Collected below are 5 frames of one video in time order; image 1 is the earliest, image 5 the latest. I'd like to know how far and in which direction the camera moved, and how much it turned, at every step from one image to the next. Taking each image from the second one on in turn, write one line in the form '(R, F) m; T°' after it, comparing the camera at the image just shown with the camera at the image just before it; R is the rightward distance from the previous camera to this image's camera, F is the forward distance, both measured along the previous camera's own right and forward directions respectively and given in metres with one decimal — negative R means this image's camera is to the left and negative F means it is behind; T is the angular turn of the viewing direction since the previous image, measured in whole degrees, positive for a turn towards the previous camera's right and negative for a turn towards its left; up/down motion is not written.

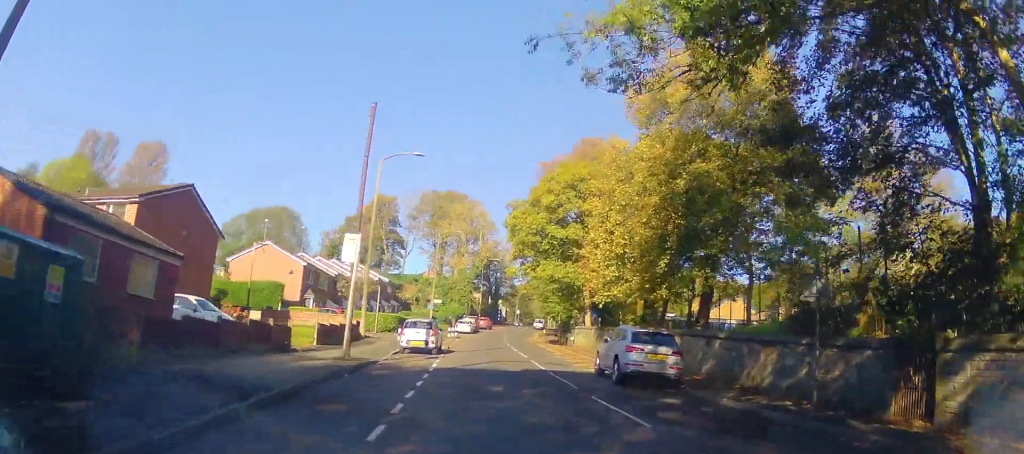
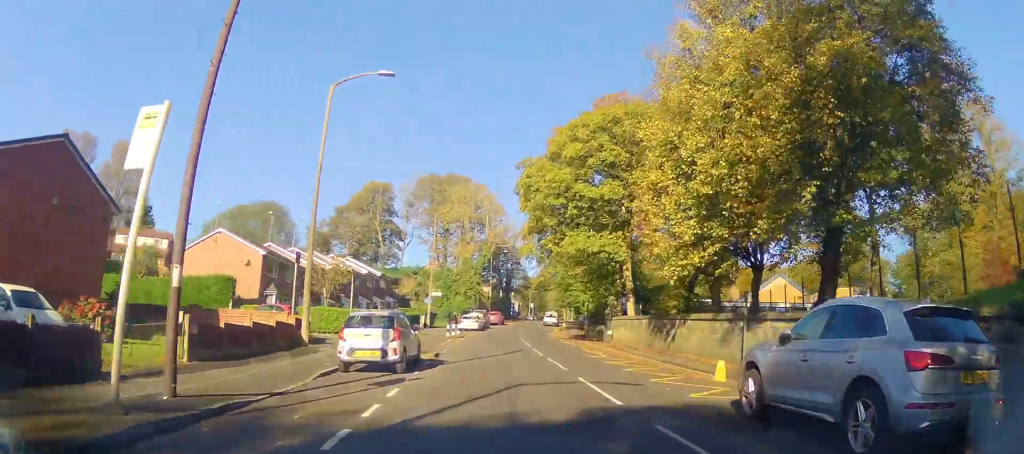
(-0.2, +10.2) m; -3°
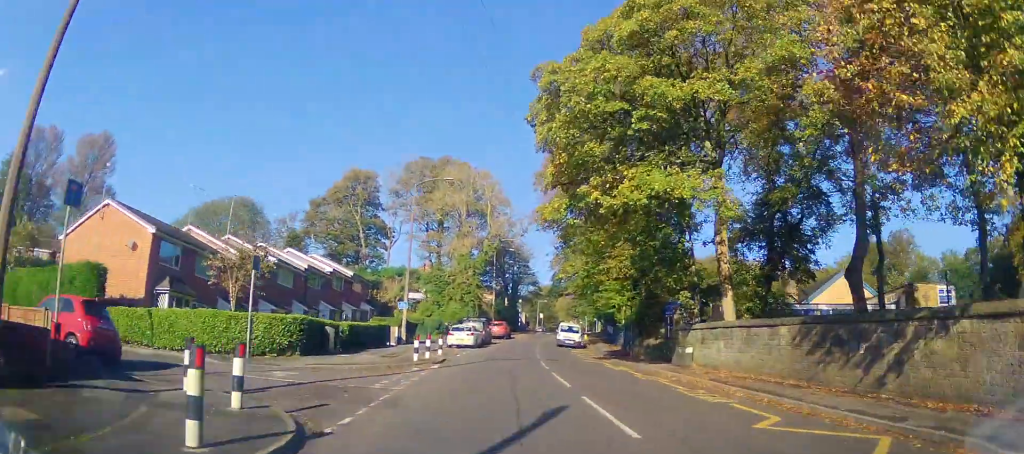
(-0.2, +13.1) m; 0°
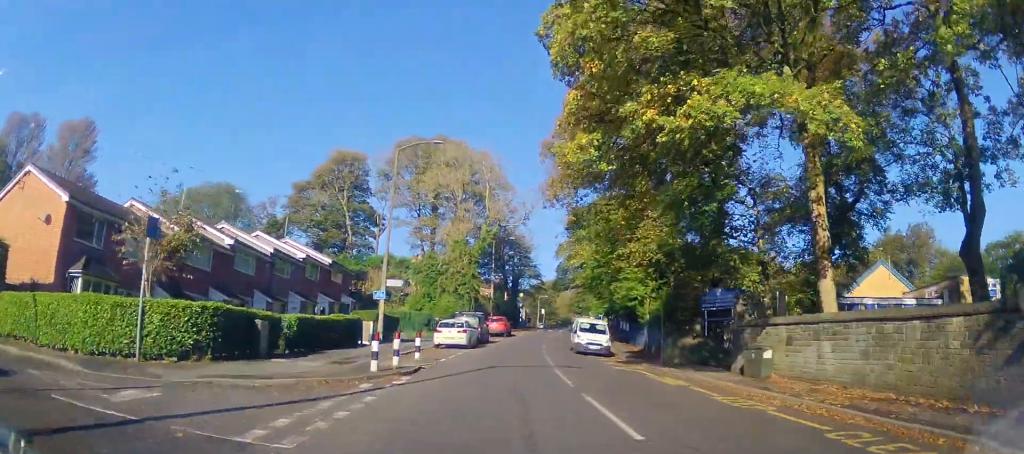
(+0.1, +6.1) m; +1°
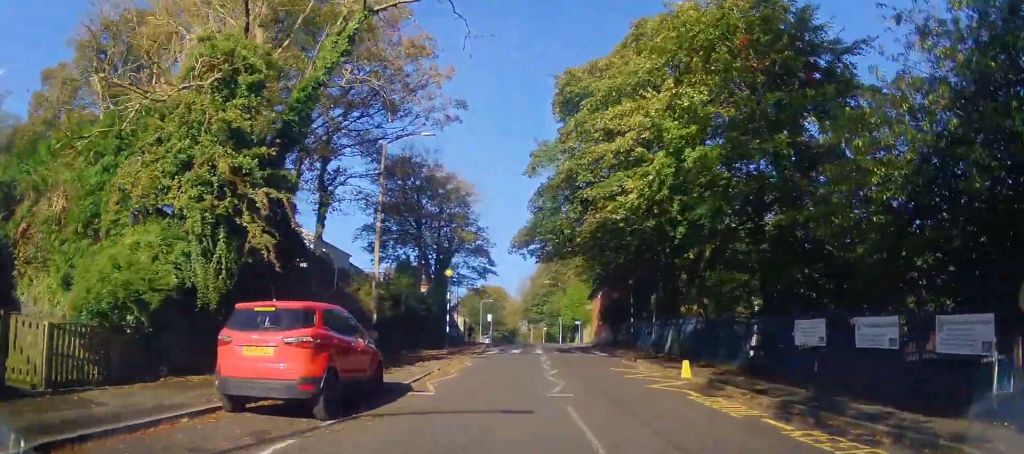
(+0.8, +36.8) m; +3°
